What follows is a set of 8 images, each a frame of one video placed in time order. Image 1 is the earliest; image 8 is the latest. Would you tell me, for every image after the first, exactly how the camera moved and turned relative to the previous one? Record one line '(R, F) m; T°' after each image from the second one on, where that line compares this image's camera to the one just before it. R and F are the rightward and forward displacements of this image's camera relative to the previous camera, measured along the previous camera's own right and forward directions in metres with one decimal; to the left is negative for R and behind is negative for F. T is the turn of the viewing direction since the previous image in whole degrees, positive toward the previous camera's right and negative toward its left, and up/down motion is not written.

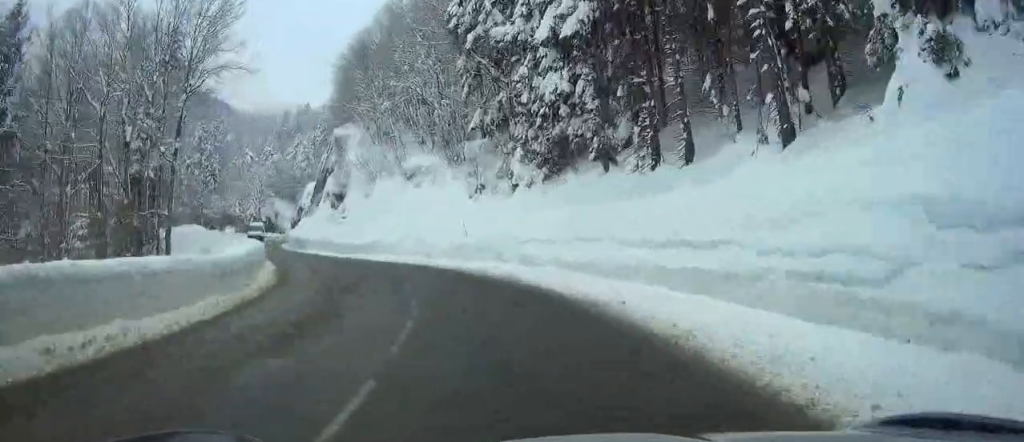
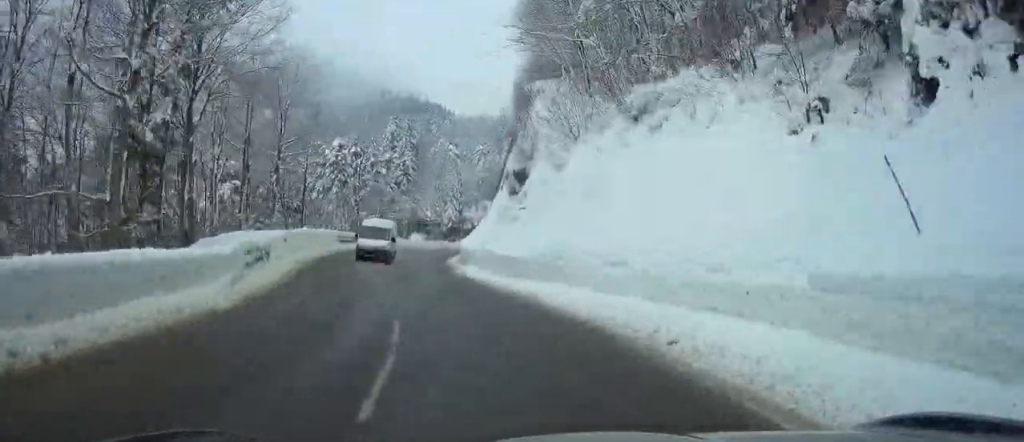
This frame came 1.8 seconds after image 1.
(-2.3, +23.0) m; -14°
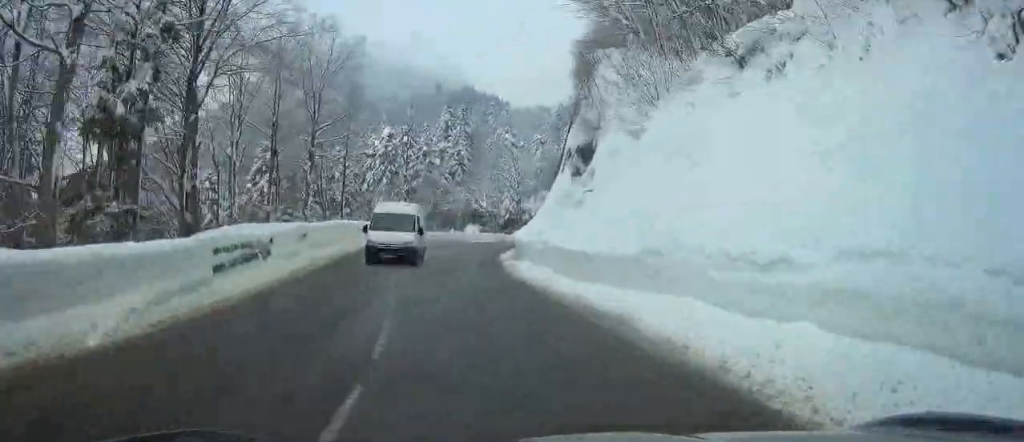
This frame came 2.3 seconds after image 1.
(-0.2, +6.0) m; -5°
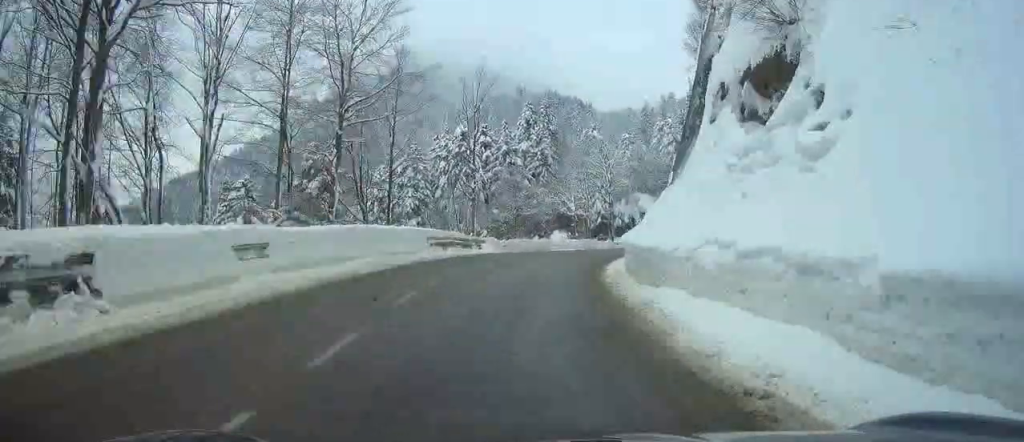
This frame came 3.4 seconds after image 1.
(-1.0, +14.1) m; -6°
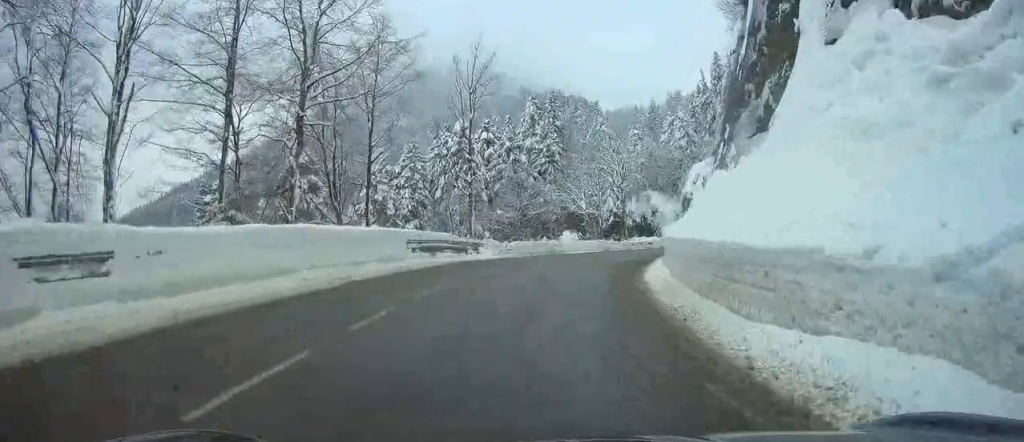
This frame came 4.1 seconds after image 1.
(-0.3, +7.7) m; 0°
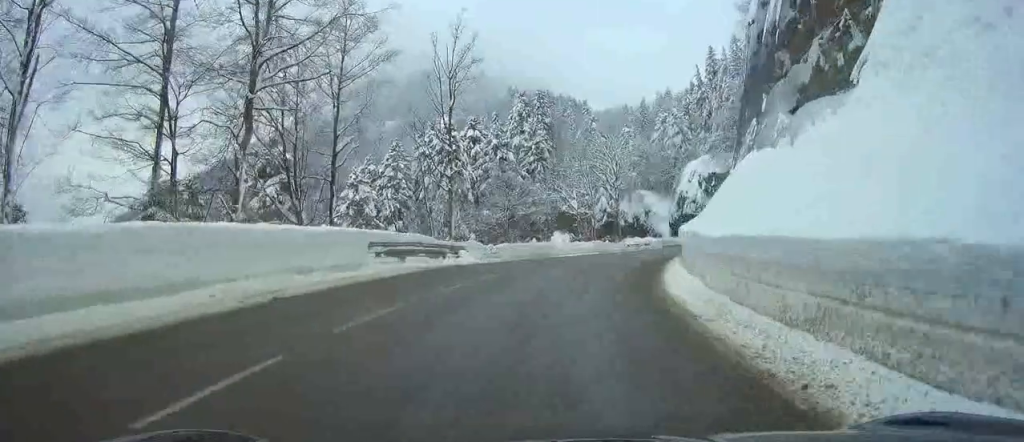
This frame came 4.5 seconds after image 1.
(0.0, +5.1) m; 0°
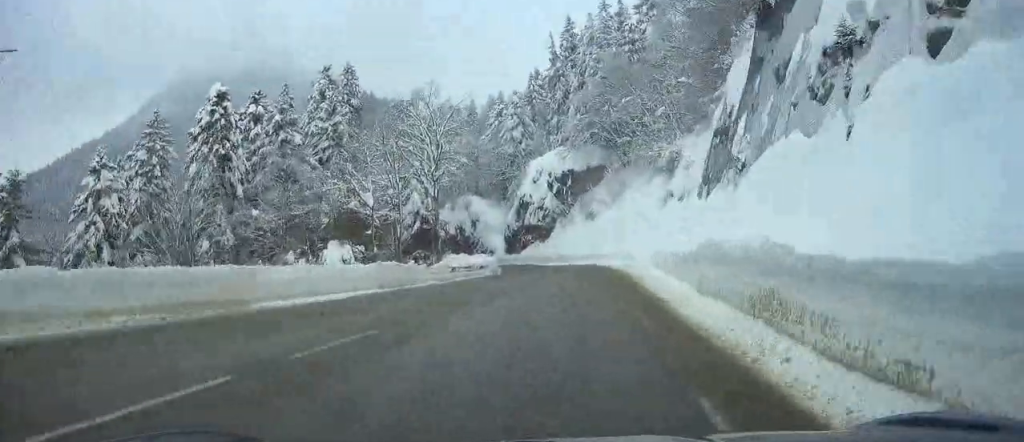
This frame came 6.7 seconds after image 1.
(+1.7, +27.5) m; +10°
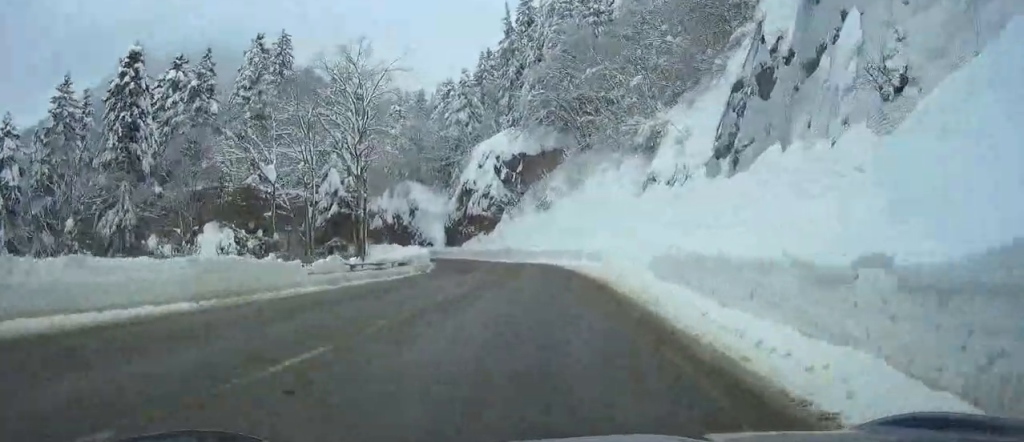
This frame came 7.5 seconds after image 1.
(+0.6, +10.8) m; +5°
